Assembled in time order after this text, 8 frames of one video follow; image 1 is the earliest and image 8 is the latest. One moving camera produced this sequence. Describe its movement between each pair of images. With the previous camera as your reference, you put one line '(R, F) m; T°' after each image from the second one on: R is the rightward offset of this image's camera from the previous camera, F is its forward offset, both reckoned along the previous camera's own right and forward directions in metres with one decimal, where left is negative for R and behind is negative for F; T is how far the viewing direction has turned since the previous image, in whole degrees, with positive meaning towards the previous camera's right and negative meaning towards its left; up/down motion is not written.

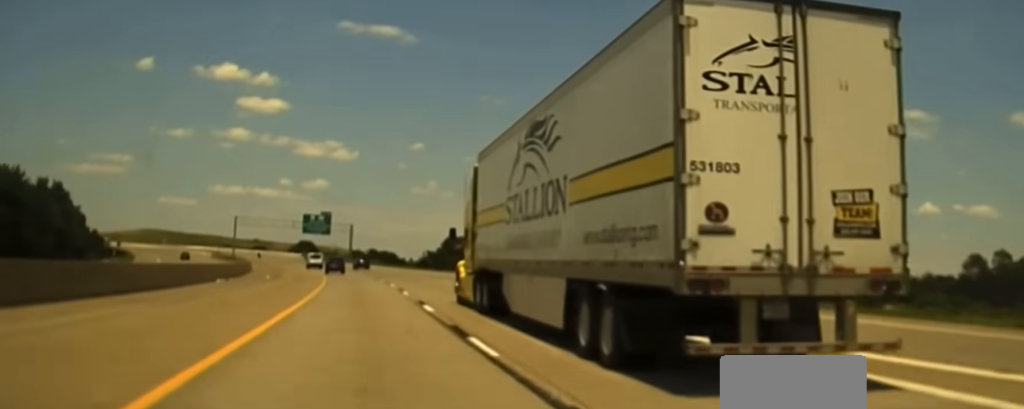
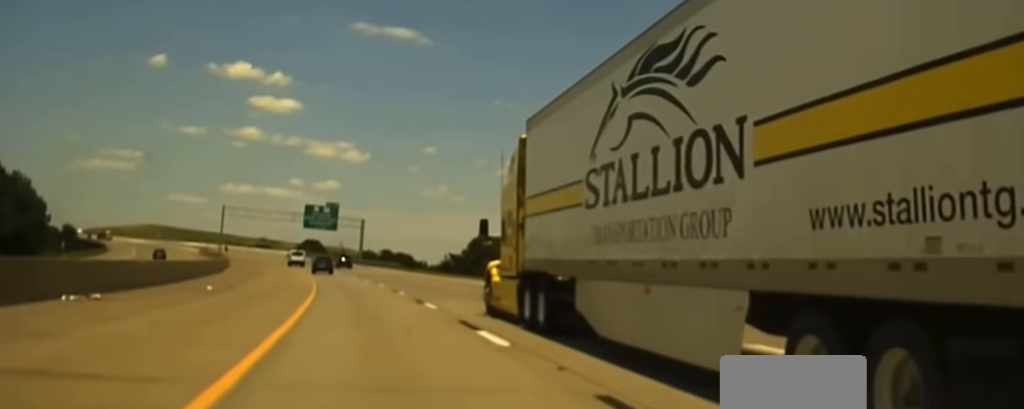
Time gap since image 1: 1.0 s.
(-0.3, +35.0) m; -1°
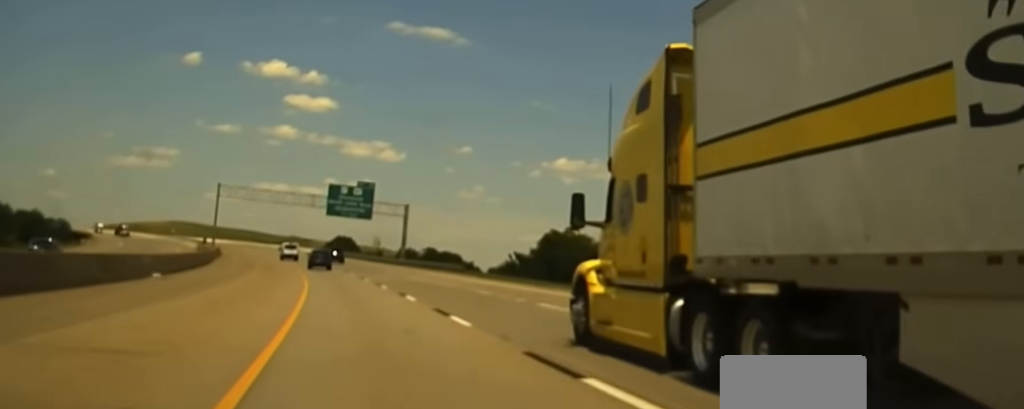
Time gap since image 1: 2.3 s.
(-0.6, +45.1) m; -2°
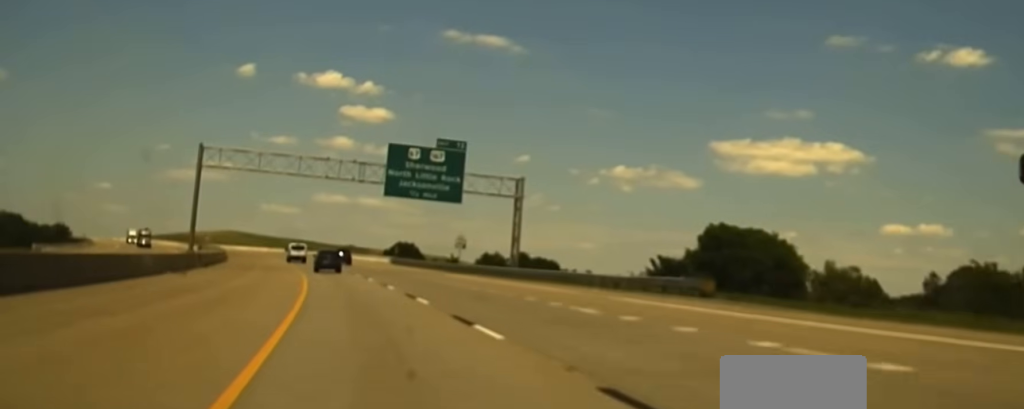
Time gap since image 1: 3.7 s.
(-1.7, +51.7) m; -3°
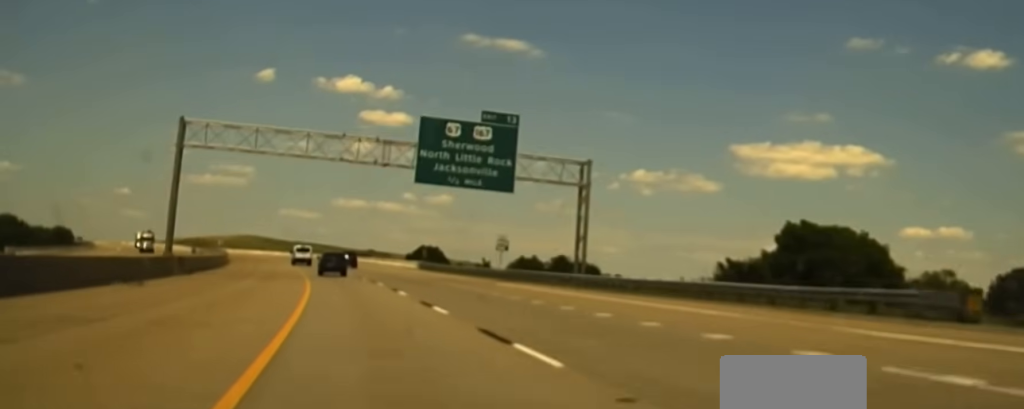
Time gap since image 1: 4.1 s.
(0.0, +16.3) m; -1°
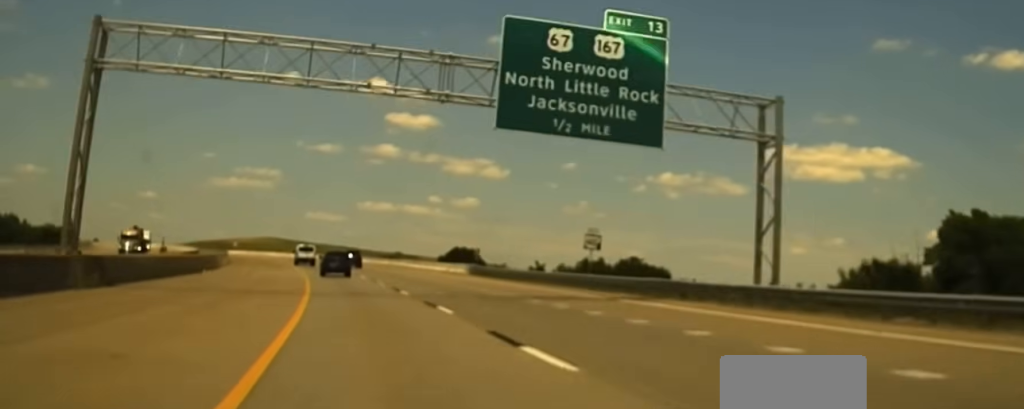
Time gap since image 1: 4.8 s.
(-0.4, +24.6) m; -1°
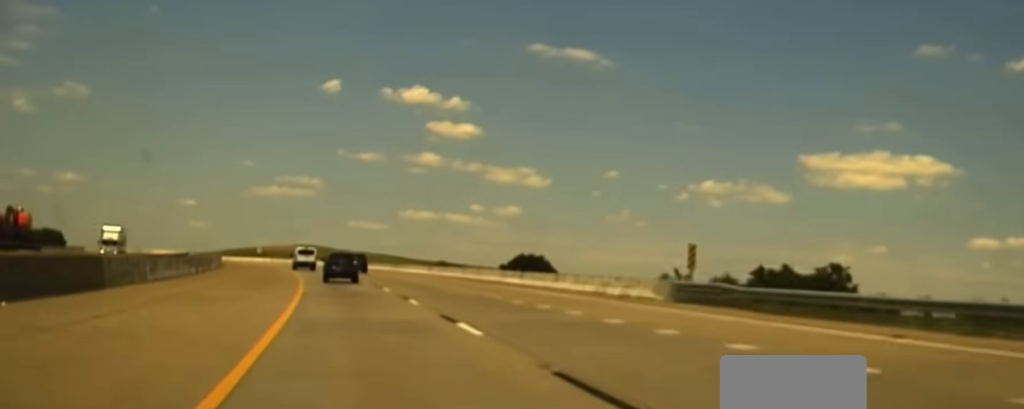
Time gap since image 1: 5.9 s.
(-0.9, +43.0) m; -2°
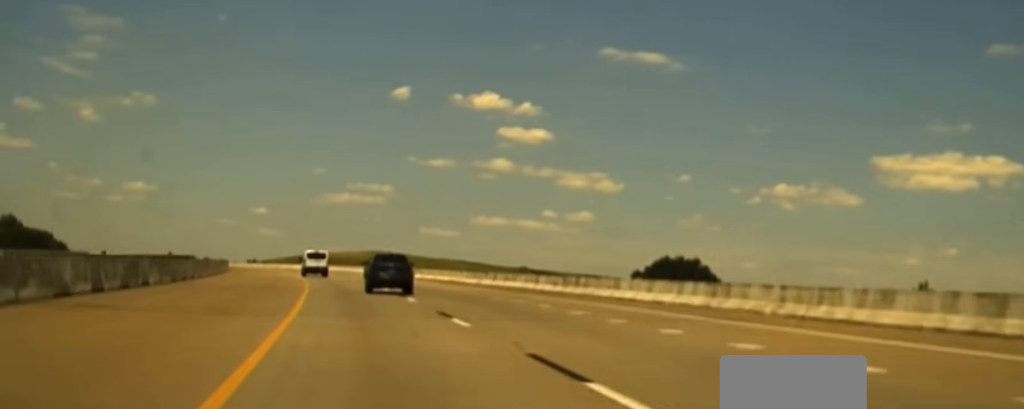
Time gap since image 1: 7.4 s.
(-1.8, +57.6) m; -5°
